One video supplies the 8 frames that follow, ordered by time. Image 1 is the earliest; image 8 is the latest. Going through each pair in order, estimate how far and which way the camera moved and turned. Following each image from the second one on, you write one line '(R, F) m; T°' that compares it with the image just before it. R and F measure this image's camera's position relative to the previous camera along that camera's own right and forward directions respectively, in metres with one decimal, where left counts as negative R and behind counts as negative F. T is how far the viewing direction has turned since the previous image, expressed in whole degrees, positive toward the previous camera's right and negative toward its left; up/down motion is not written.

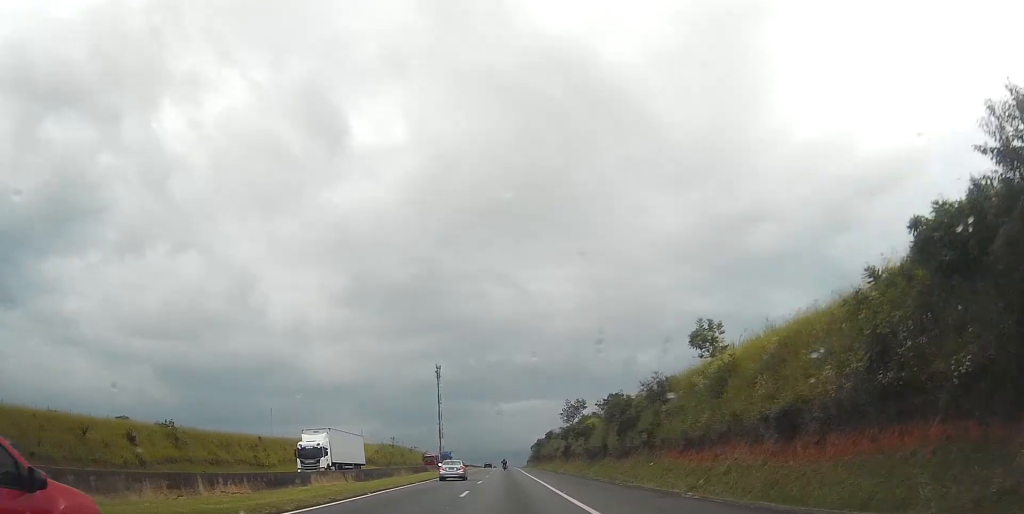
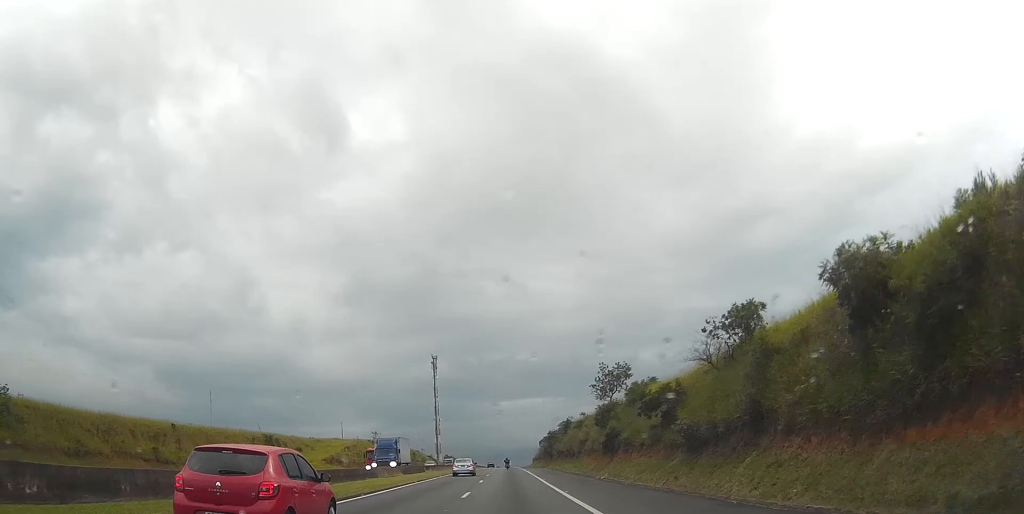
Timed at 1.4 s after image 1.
(-0.2, +33.9) m; -1°
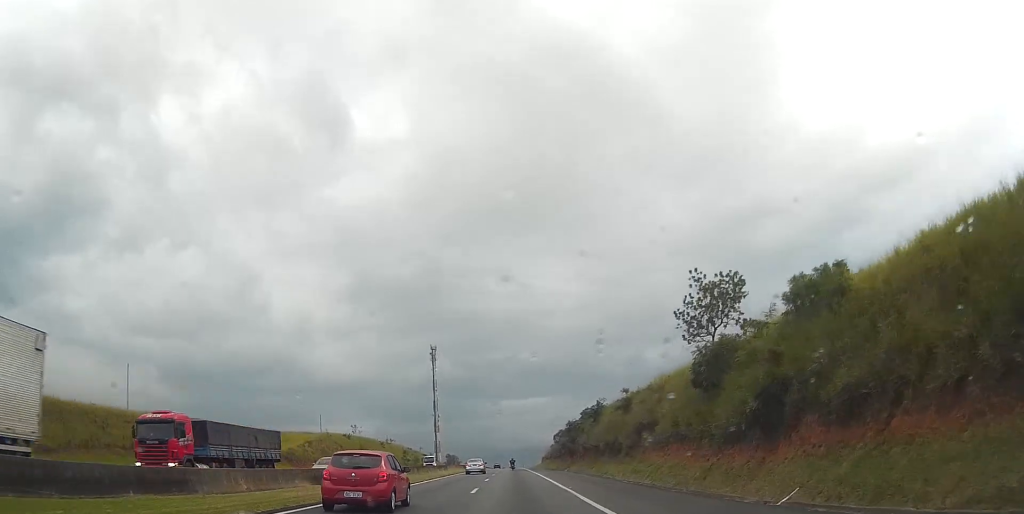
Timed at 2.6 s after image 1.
(-0.1, +30.4) m; 0°
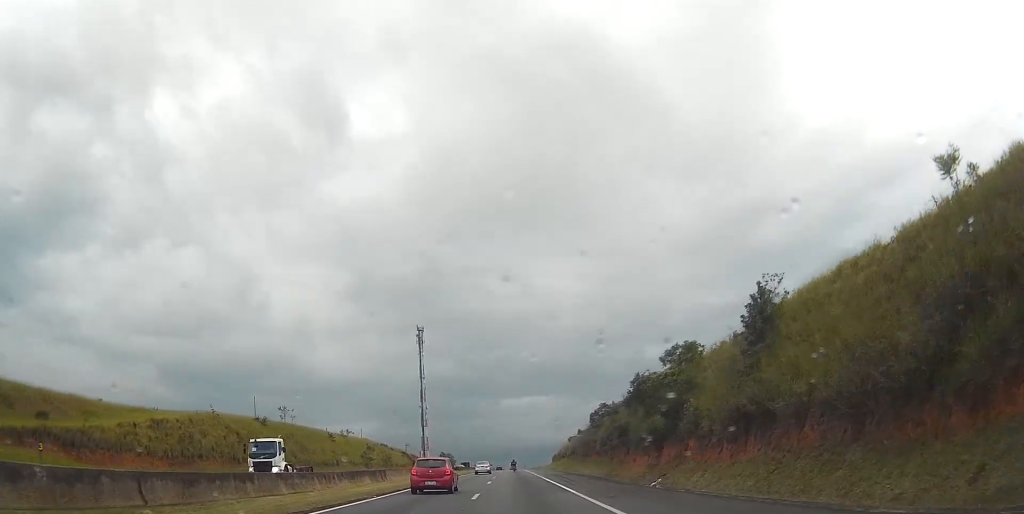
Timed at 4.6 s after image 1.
(-0.2, +49.2) m; 0°
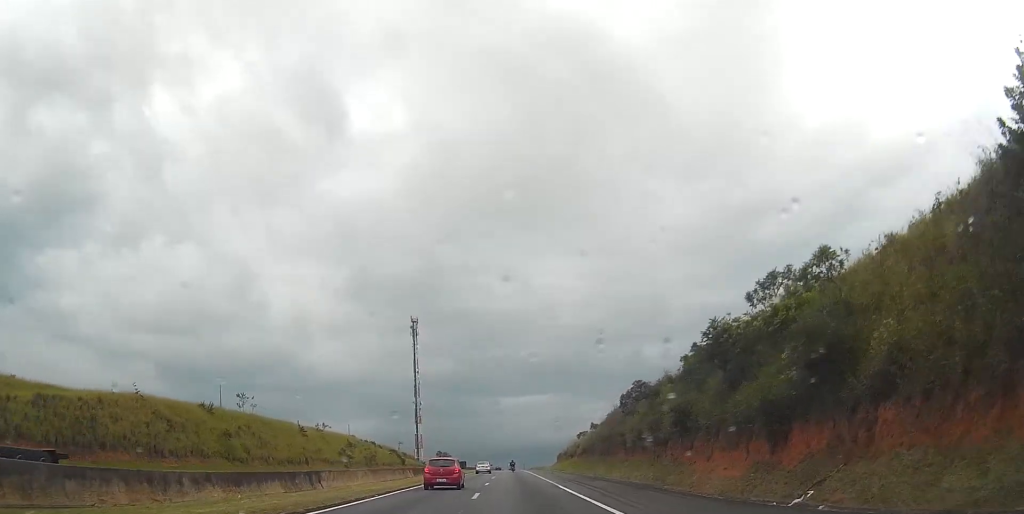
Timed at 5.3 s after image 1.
(+0.2, +17.0) m; 0°
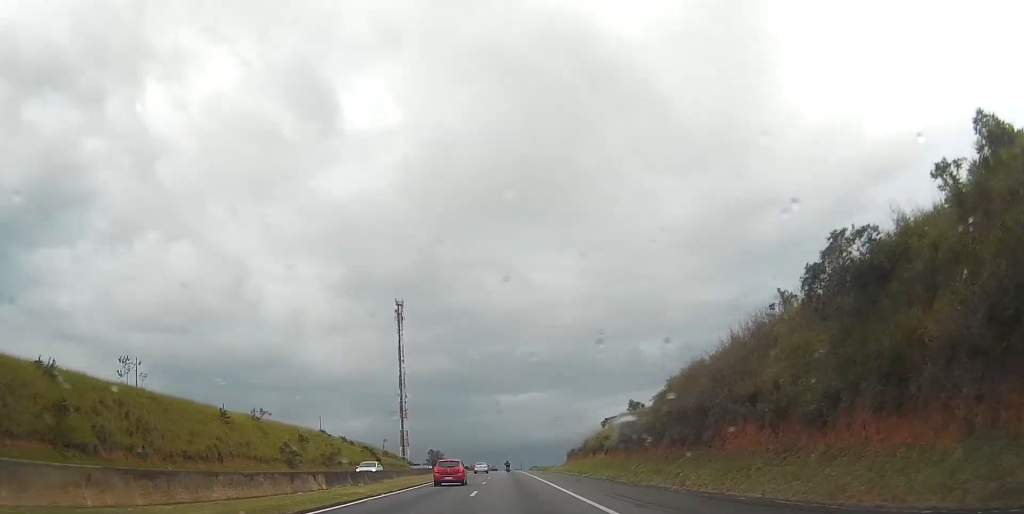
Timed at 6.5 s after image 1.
(+0.1, +29.1) m; 0°
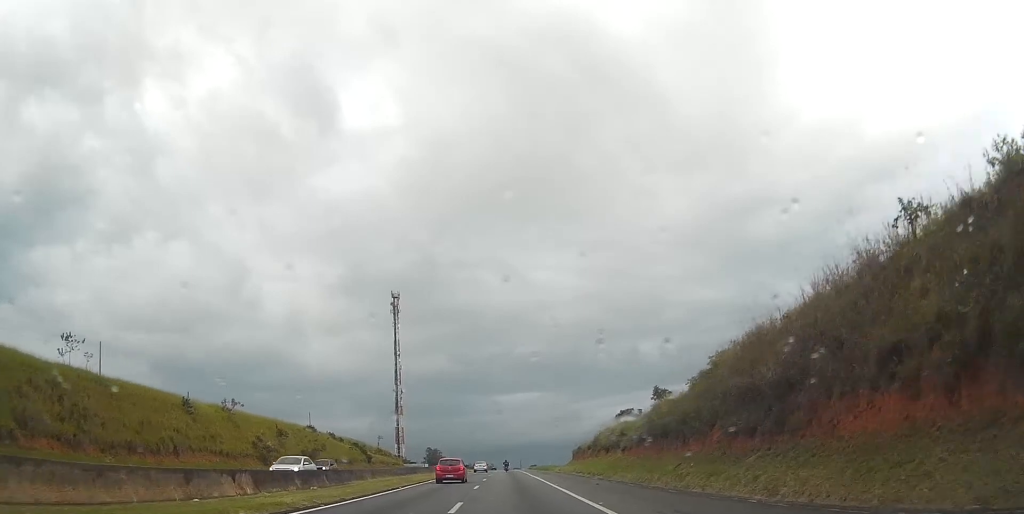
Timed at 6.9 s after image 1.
(0.0, +9.6) m; 0°
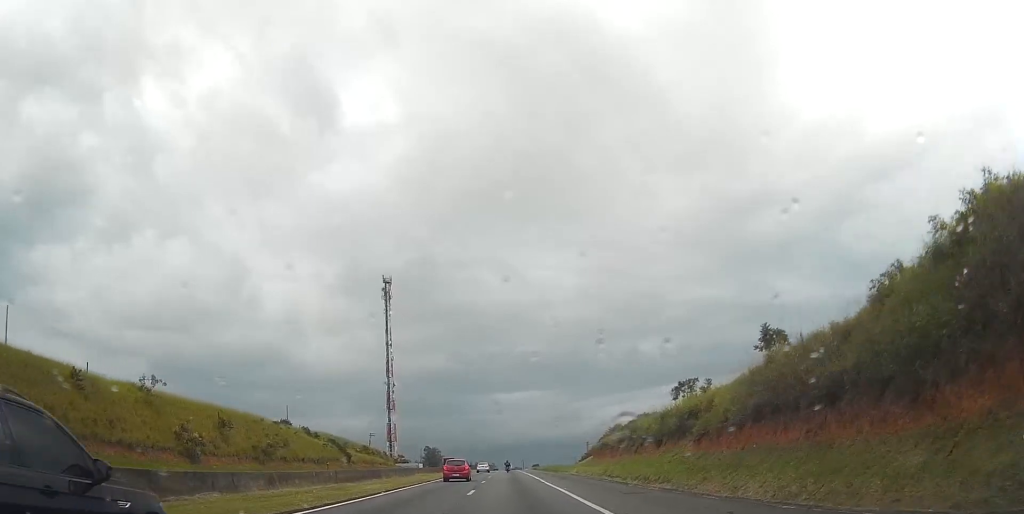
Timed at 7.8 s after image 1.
(0.0, +19.9) m; 0°
